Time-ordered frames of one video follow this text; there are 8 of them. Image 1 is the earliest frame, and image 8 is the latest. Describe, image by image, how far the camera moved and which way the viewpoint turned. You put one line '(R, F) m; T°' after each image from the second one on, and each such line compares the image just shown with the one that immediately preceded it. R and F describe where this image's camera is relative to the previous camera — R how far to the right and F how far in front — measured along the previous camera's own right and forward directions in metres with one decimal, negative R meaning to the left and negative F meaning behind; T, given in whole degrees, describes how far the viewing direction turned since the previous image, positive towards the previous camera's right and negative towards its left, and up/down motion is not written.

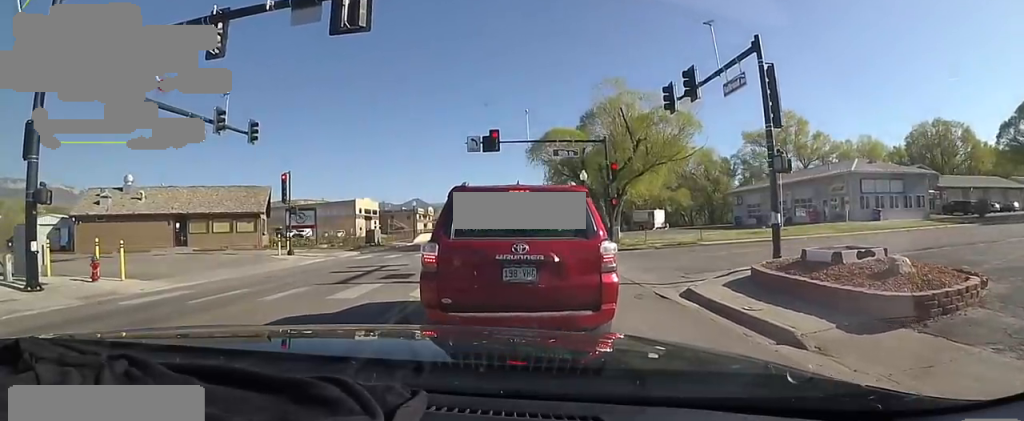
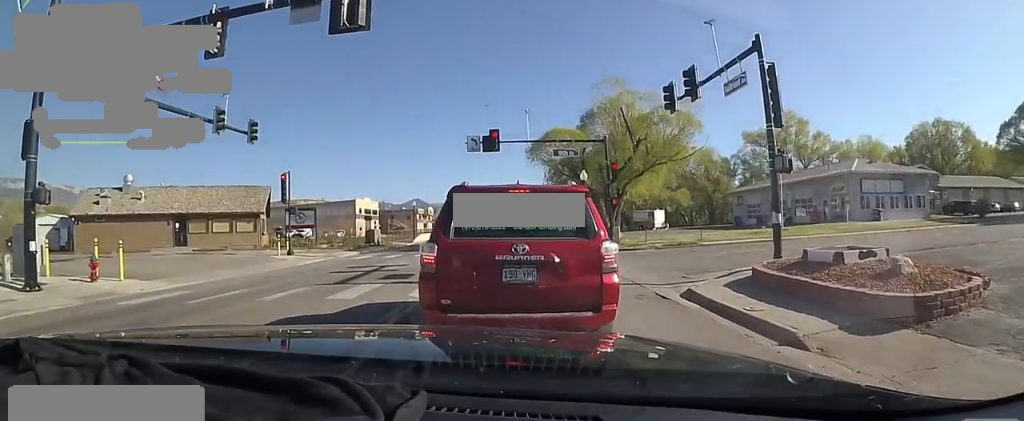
(0.0, +0.3) m; 0°
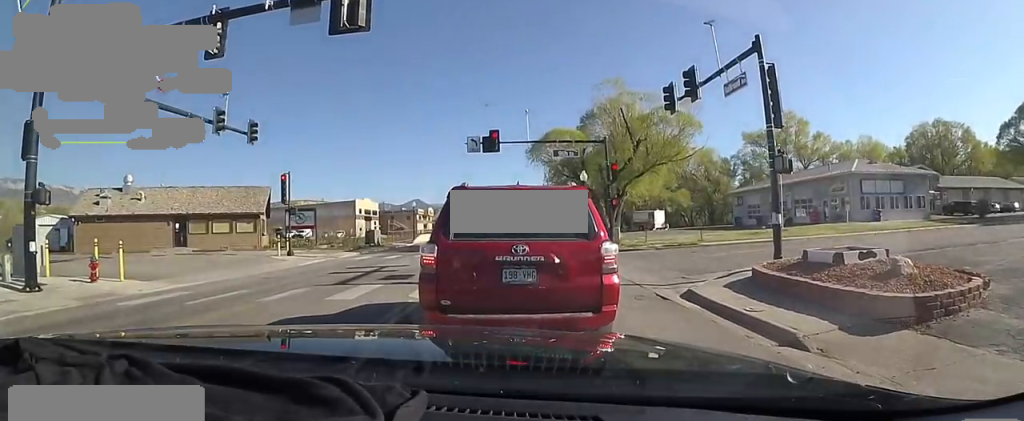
(0.0, +0.4) m; 0°
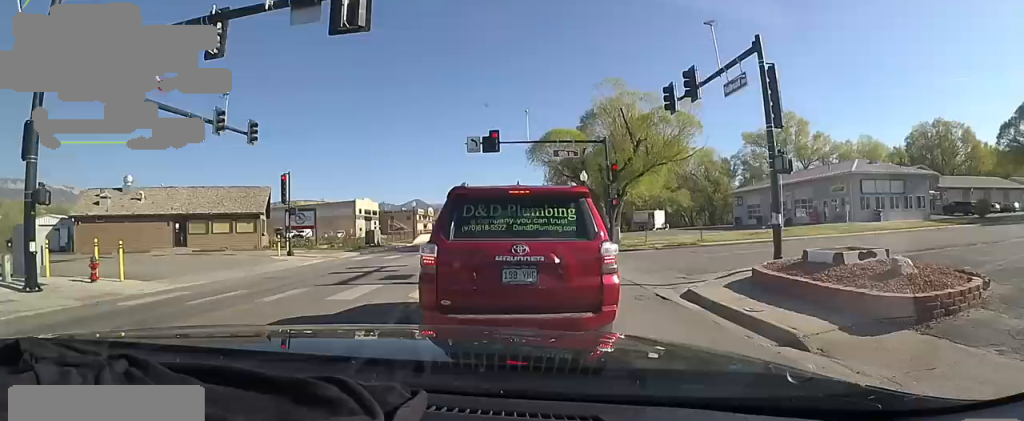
(0.0, 0.0) m; 0°
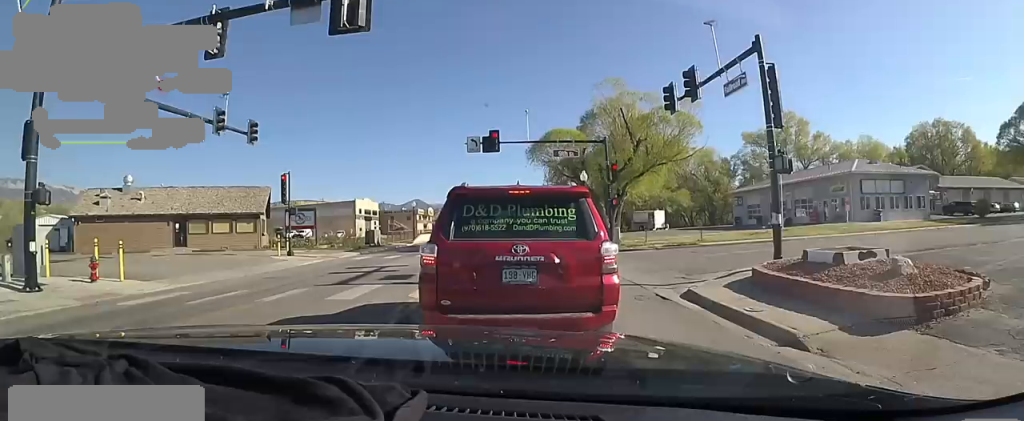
(0.0, 0.0) m; 0°
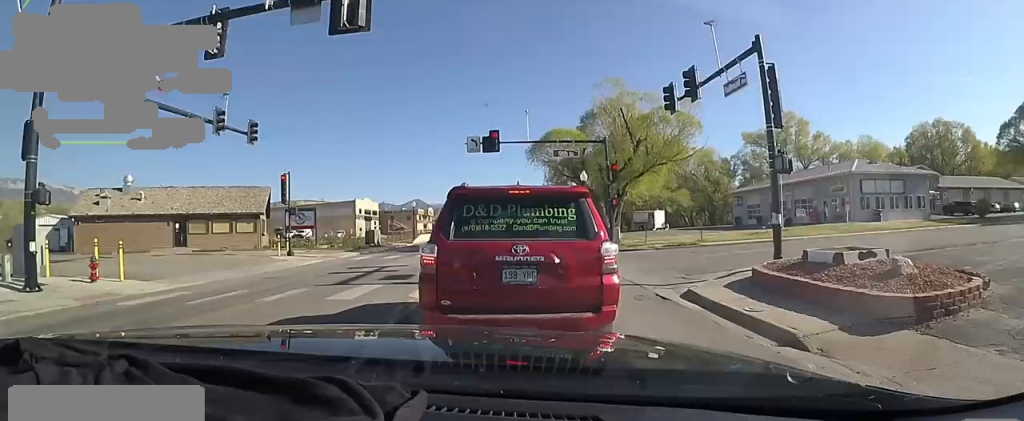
(0.0, 0.0) m; 0°
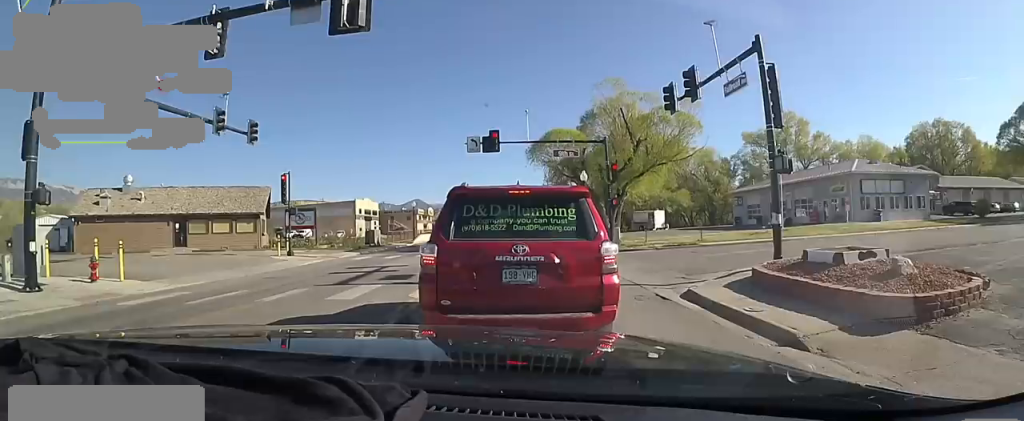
(0.0, 0.0) m; 0°
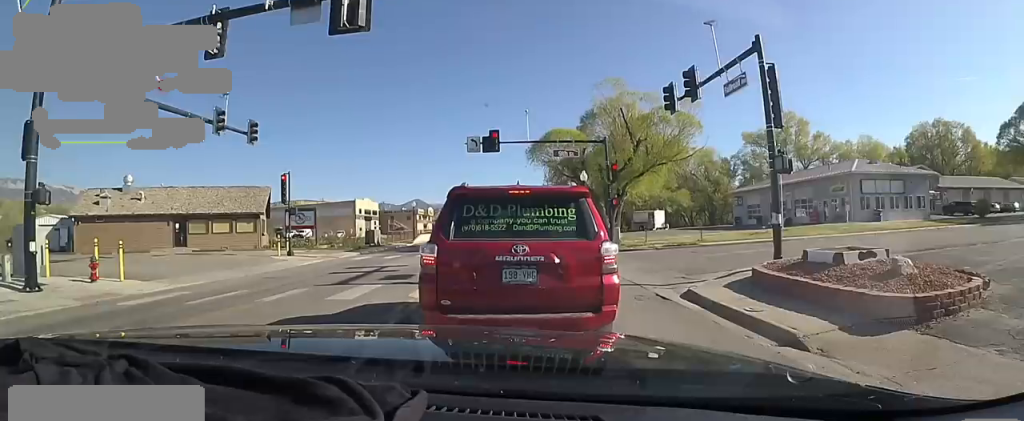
(0.0, 0.0) m; 0°
